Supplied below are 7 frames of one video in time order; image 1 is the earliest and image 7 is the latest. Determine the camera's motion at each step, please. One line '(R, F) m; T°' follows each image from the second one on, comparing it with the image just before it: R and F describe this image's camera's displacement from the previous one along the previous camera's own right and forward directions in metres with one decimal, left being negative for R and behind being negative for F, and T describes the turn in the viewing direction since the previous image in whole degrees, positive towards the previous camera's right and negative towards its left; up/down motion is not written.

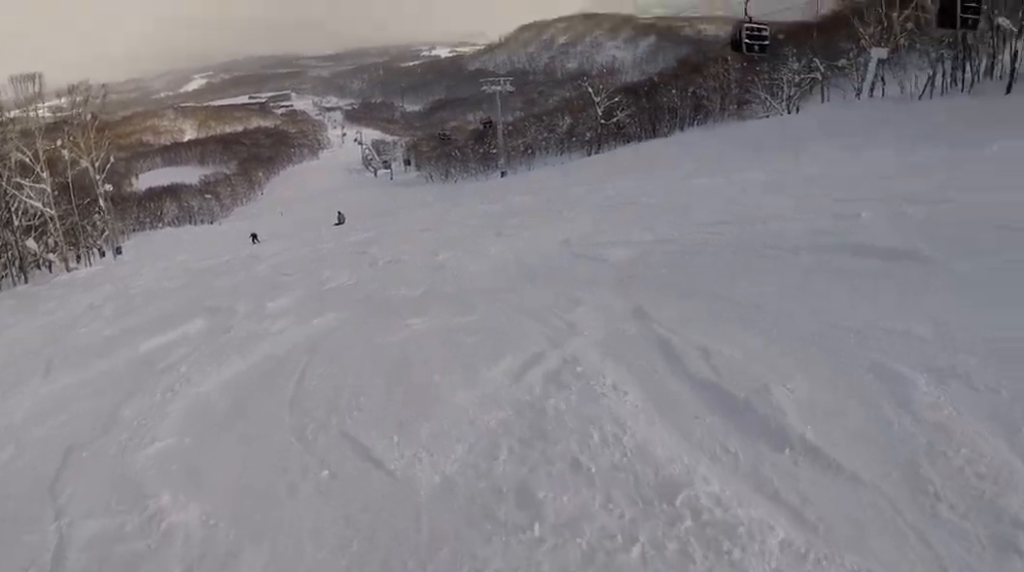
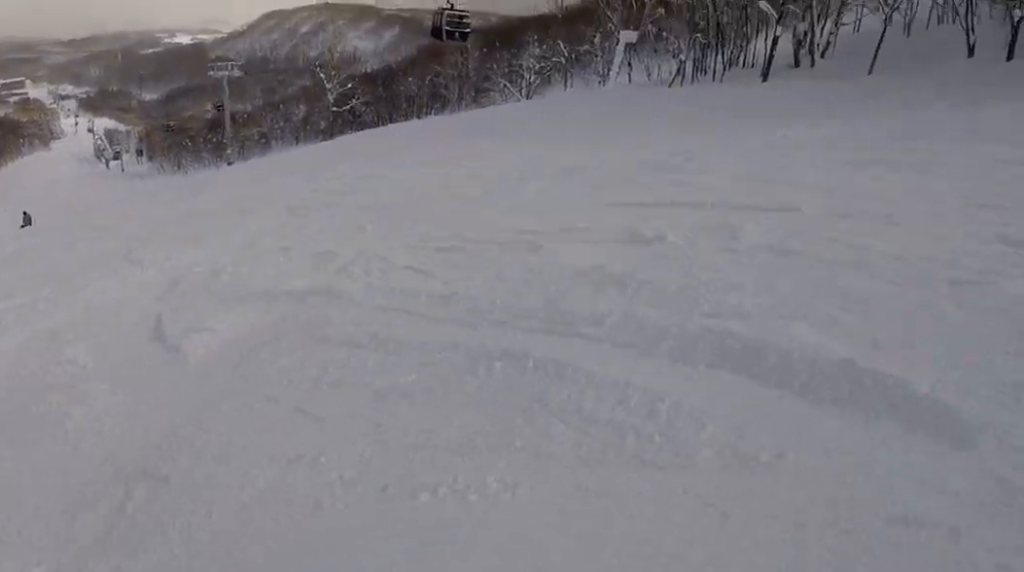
(+2.7, +5.8) m; +27°
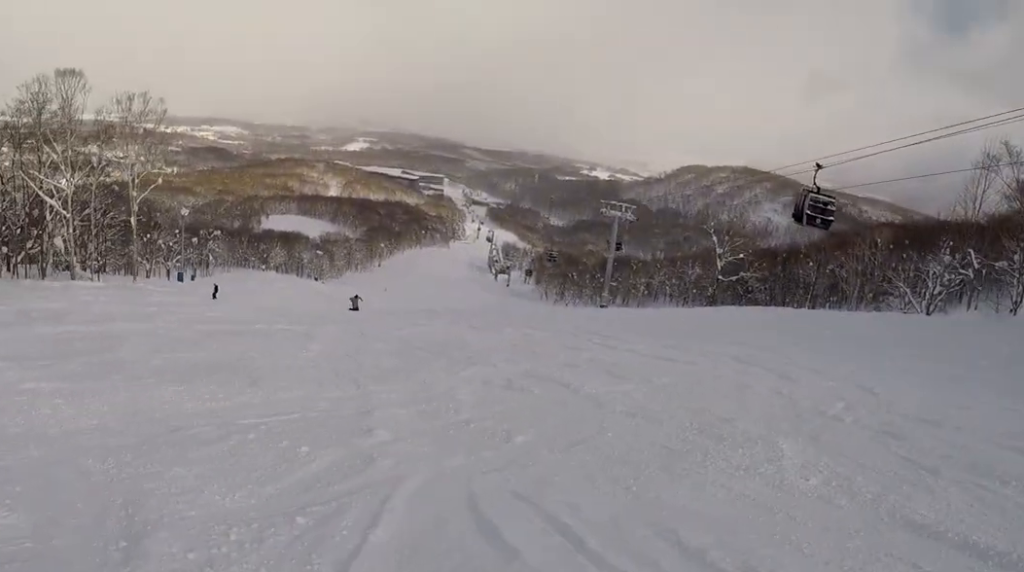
(-0.2, +6.0) m; -20°
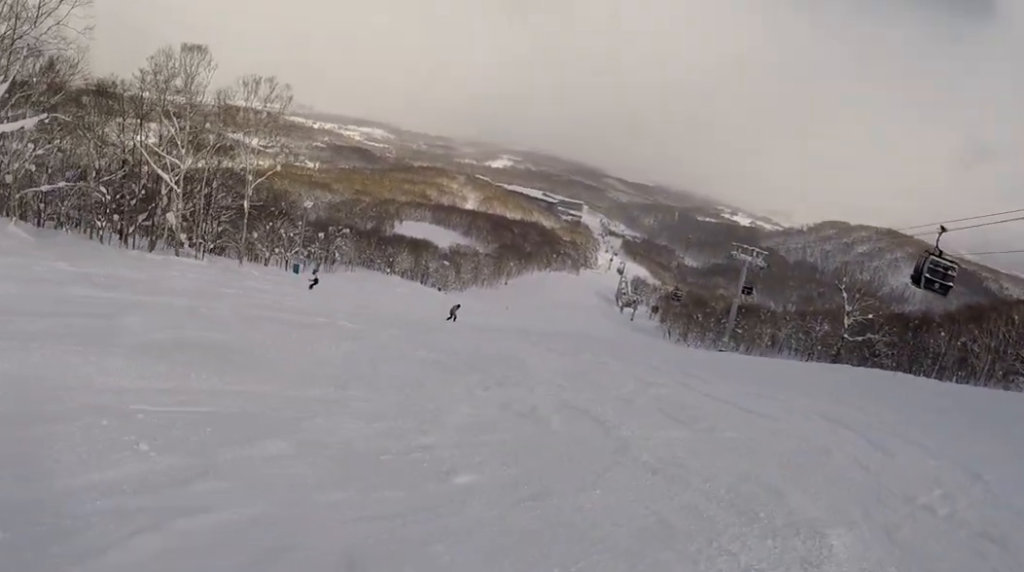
(-0.4, +2.6) m; -20°
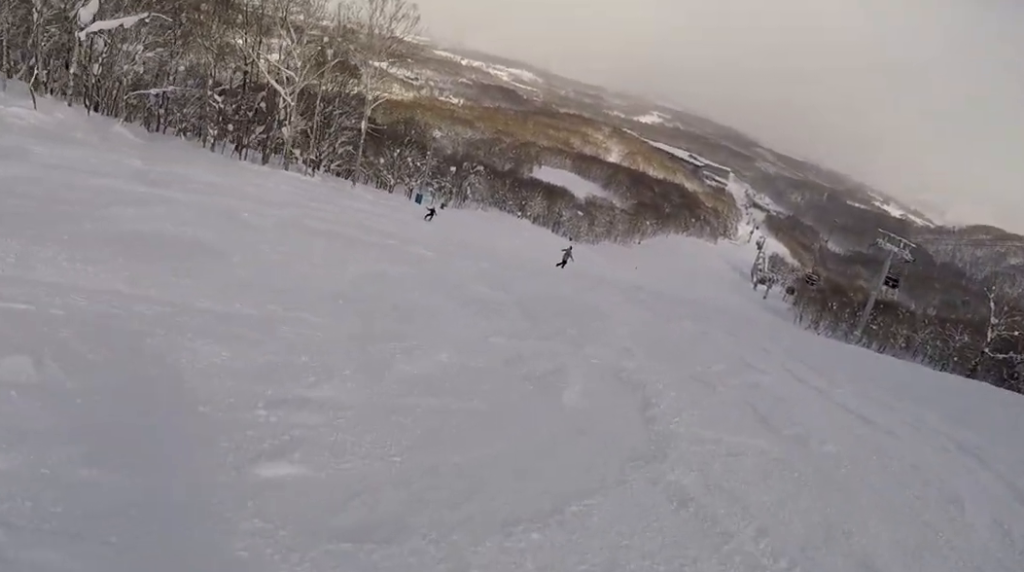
(-0.5, +3.1) m; -28°
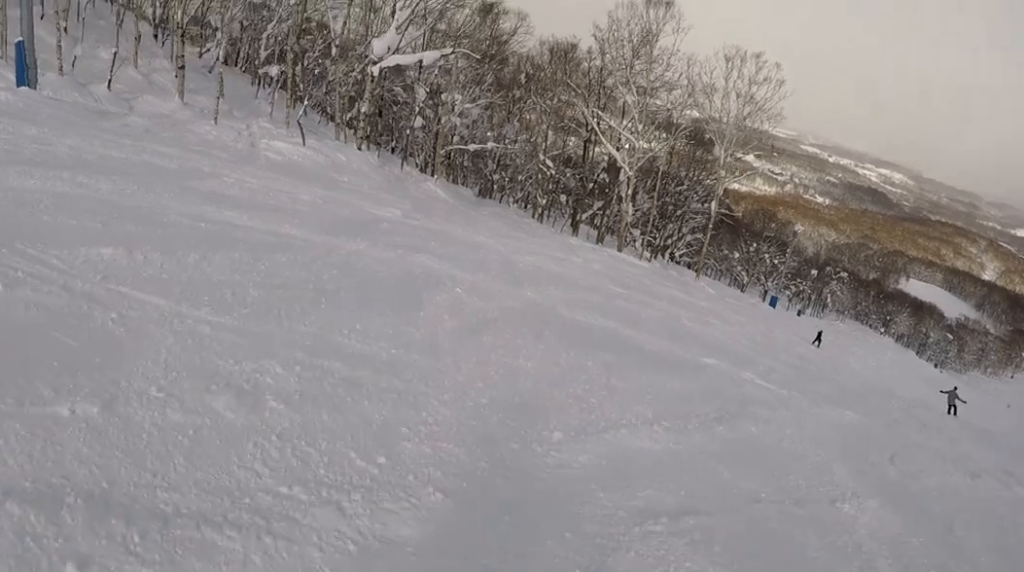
(-3.8, +7.3) m; -37°
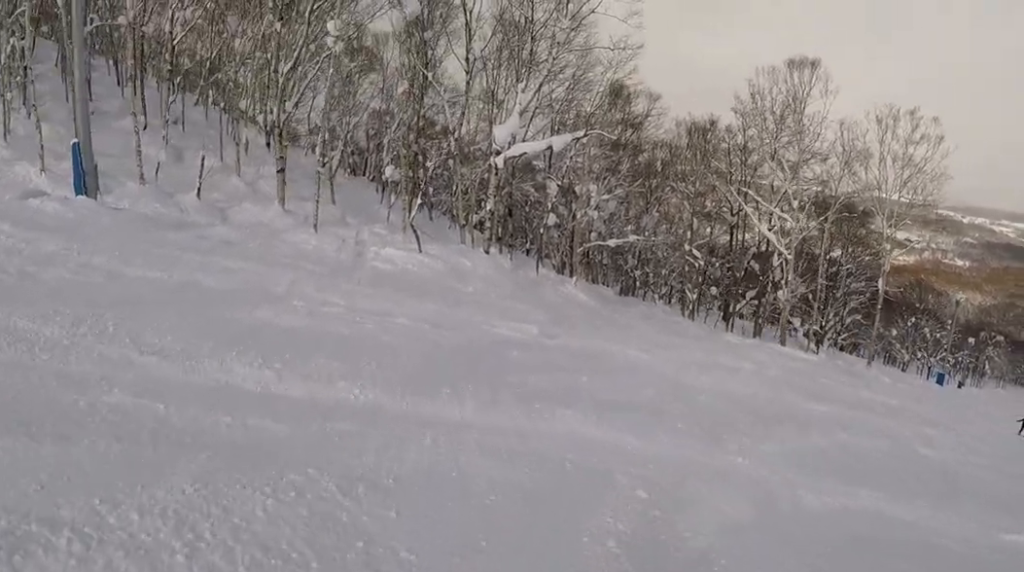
(-0.7, +5.1) m; 0°
